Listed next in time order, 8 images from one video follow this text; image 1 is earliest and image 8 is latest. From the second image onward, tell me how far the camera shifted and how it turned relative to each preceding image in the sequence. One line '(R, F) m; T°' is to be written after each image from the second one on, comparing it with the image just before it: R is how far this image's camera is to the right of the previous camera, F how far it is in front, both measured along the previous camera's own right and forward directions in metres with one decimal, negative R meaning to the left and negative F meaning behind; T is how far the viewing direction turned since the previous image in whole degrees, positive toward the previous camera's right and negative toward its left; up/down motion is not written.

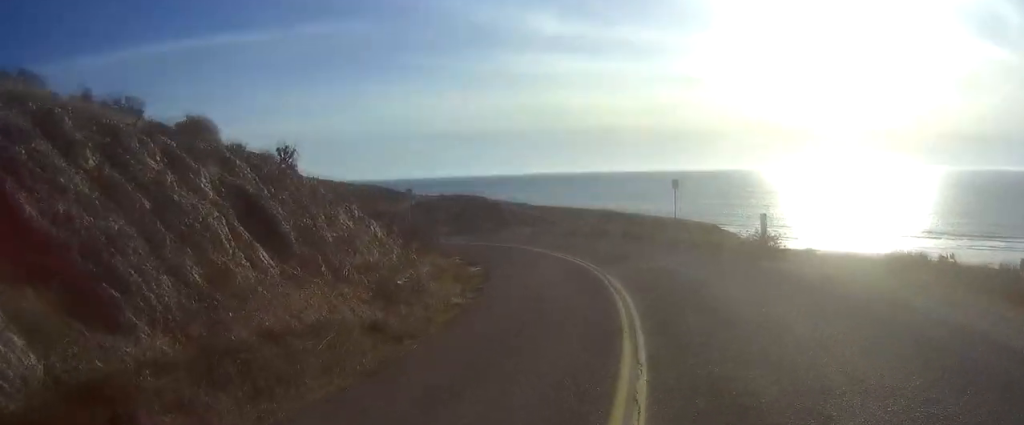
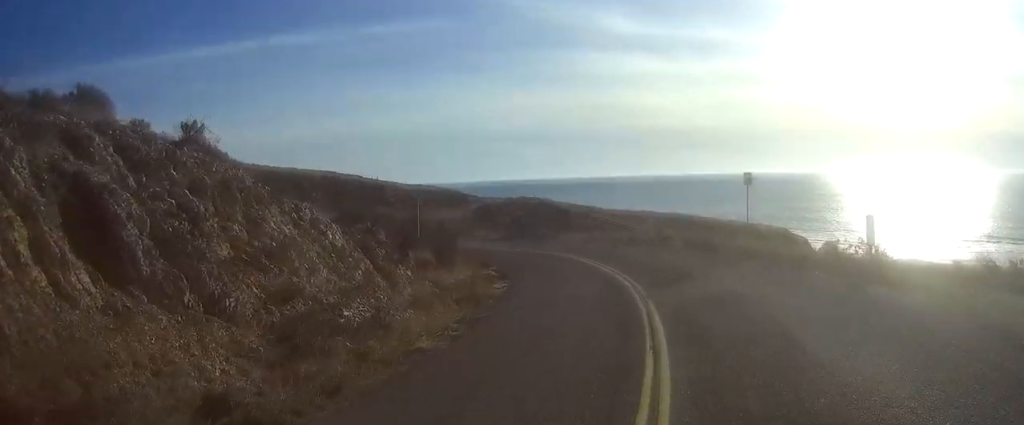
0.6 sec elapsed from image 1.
(-0.3, +6.5) m; -3°
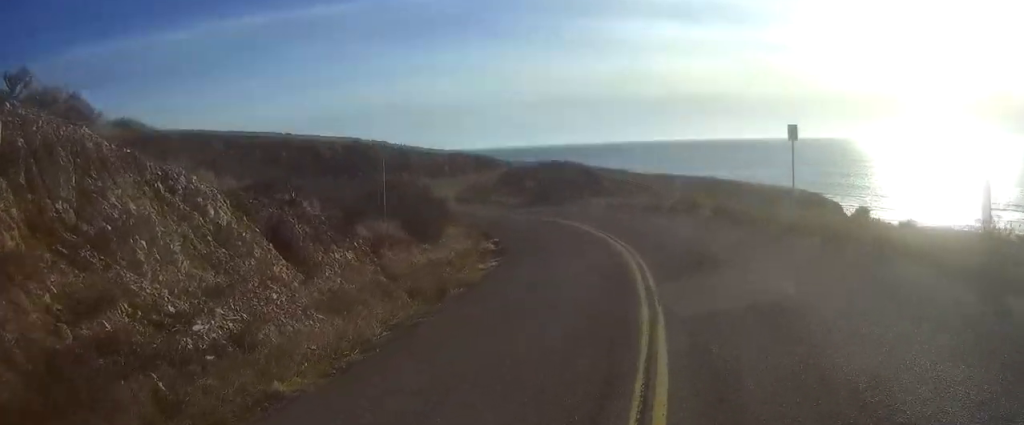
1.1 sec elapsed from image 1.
(-0.1, +5.4) m; -3°
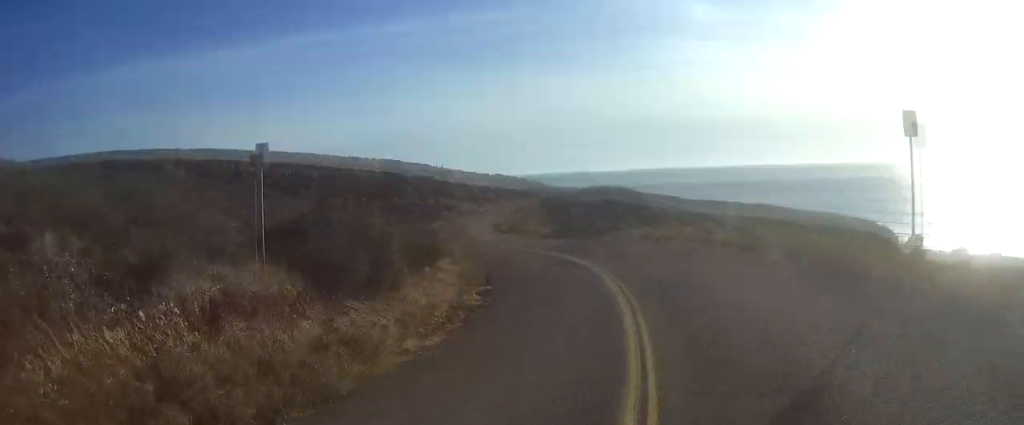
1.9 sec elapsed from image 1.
(-0.3, +8.8) m; -3°
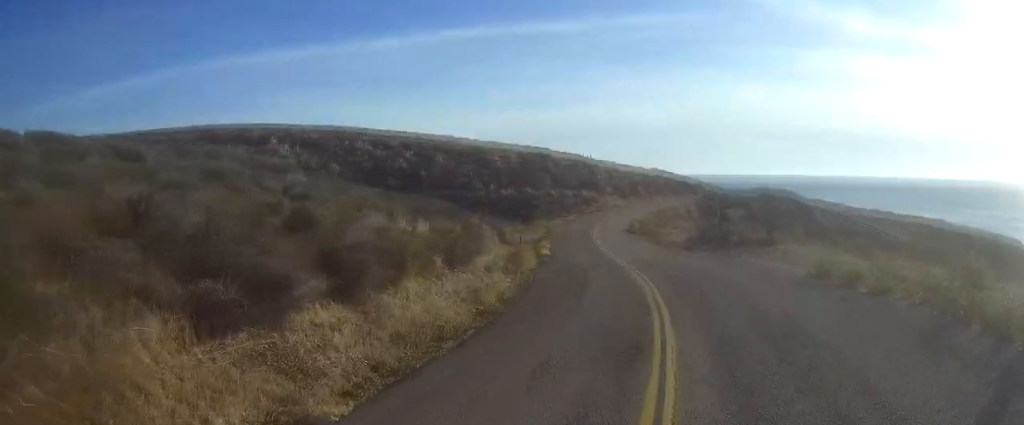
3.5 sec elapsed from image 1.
(-1.6, +17.5) m; -11°
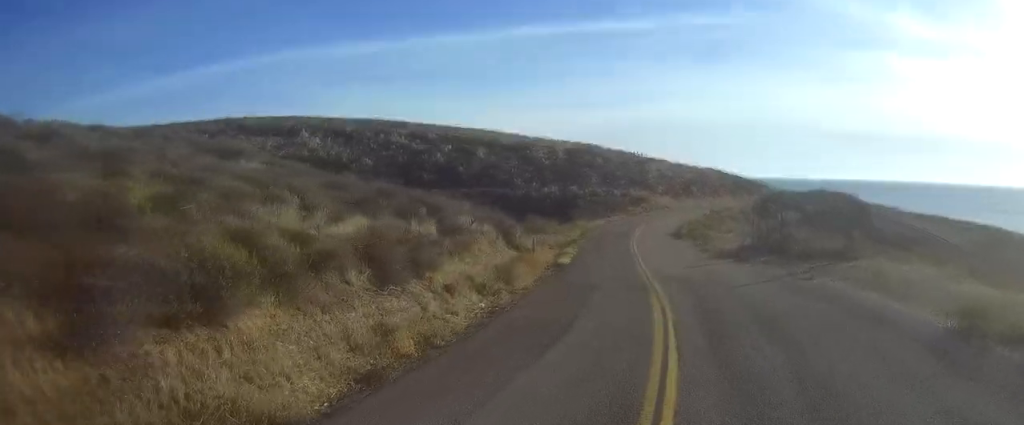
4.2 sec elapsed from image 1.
(-0.5, +8.2) m; -5°
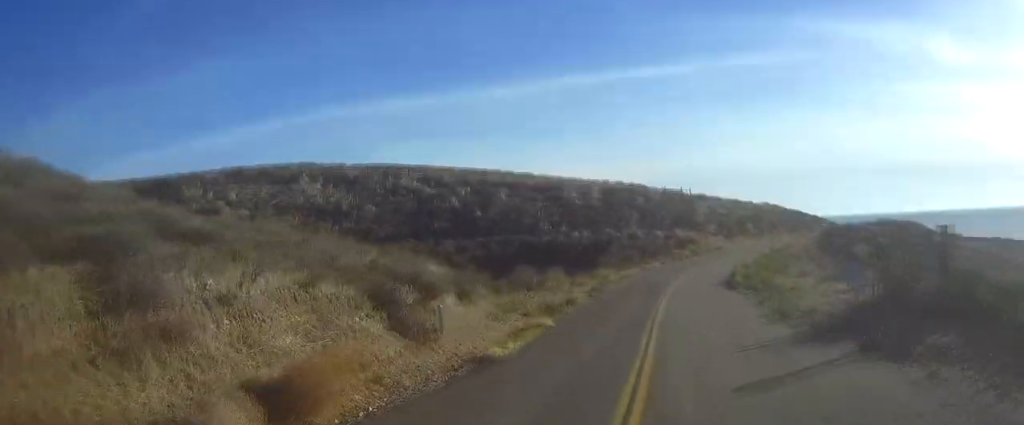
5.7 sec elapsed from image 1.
(-0.8, +15.5) m; -5°
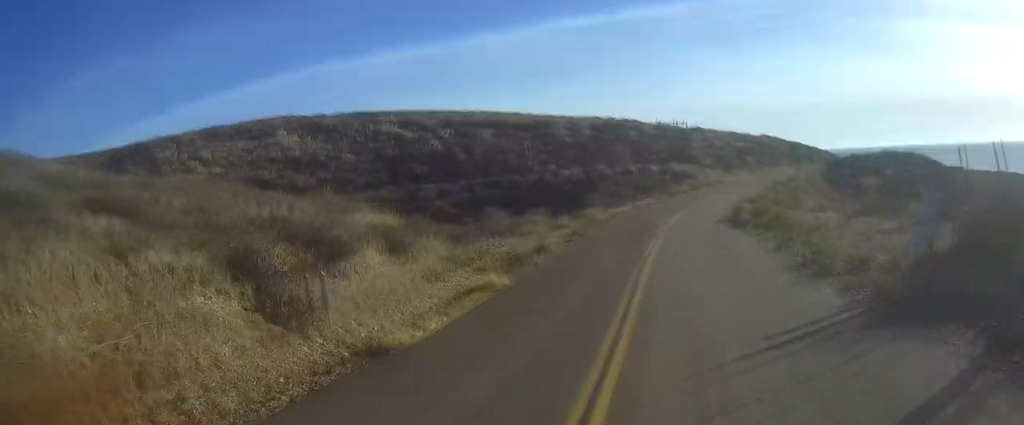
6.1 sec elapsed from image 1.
(-0.1, +5.0) m; -1°
